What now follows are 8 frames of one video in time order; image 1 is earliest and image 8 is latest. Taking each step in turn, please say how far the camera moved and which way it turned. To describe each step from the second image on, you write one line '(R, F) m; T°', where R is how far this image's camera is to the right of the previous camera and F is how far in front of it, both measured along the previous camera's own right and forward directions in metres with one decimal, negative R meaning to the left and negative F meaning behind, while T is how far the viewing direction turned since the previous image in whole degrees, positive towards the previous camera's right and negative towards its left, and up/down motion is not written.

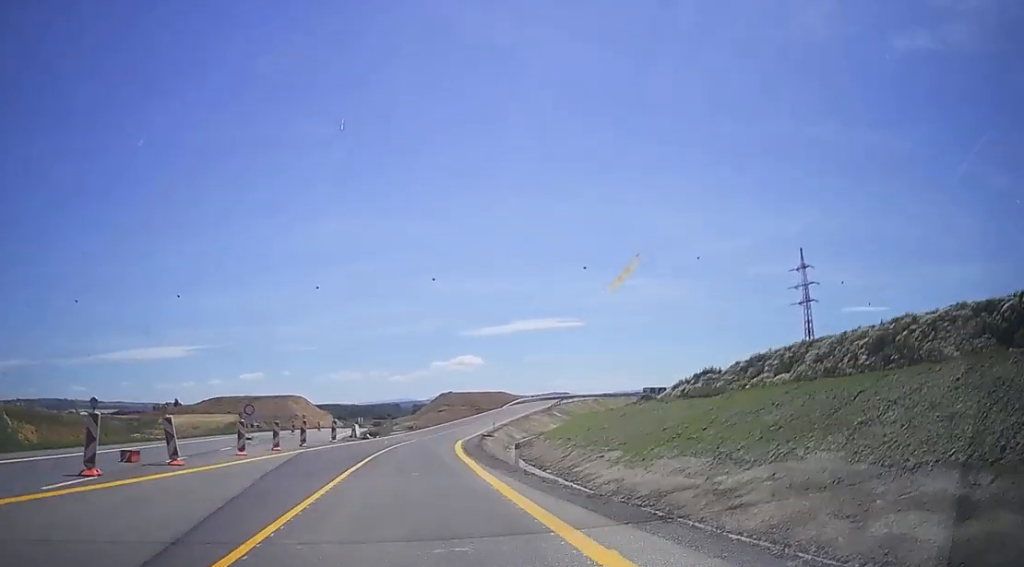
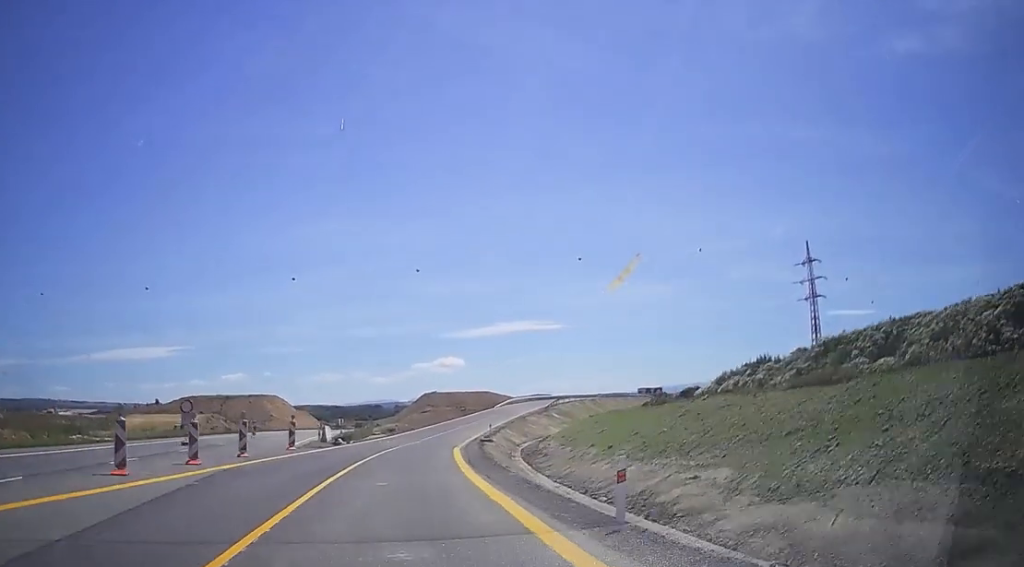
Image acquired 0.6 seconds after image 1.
(-0.1, +10.4) m; +3°
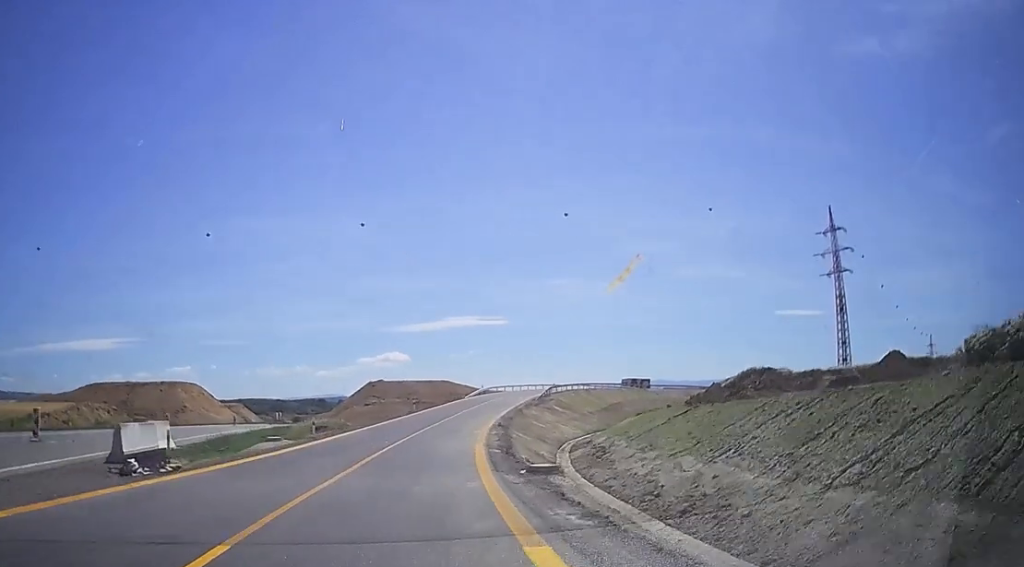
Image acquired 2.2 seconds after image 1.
(+1.1, +29.1) m; +3°
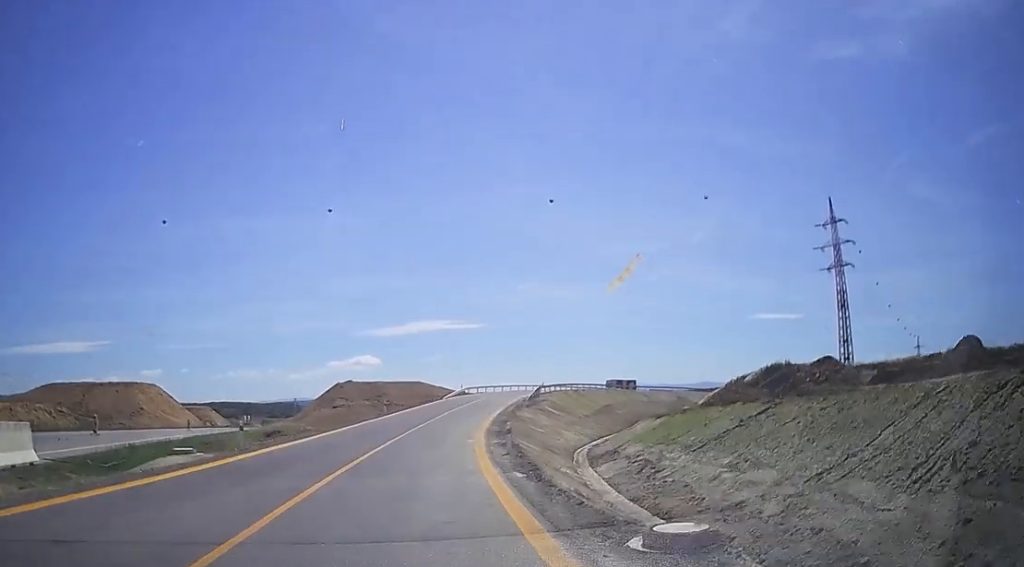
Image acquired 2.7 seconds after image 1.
(-0.9, +9.3) m; +2°
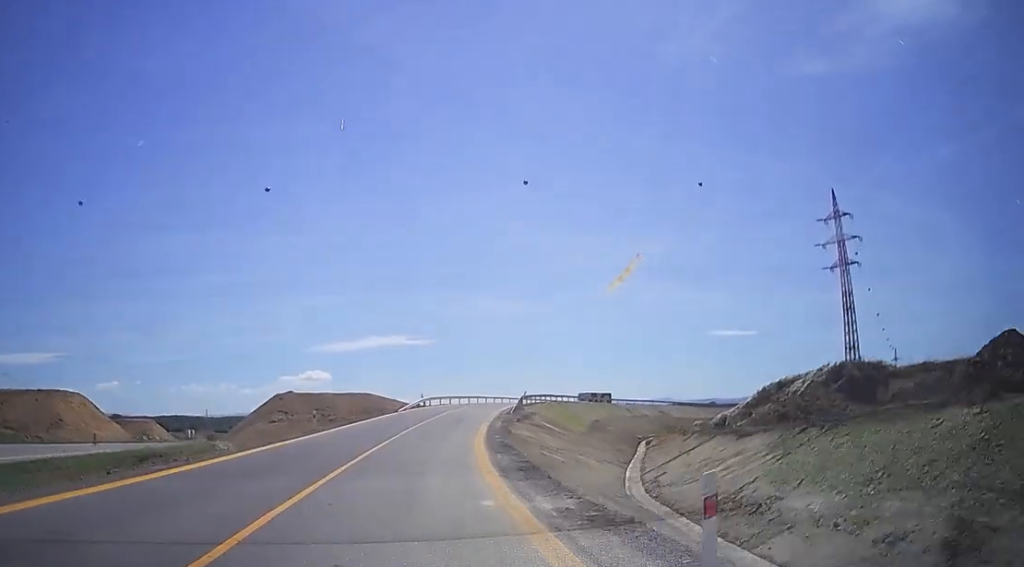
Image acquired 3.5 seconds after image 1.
(+1.6, +15.5) m; +5°
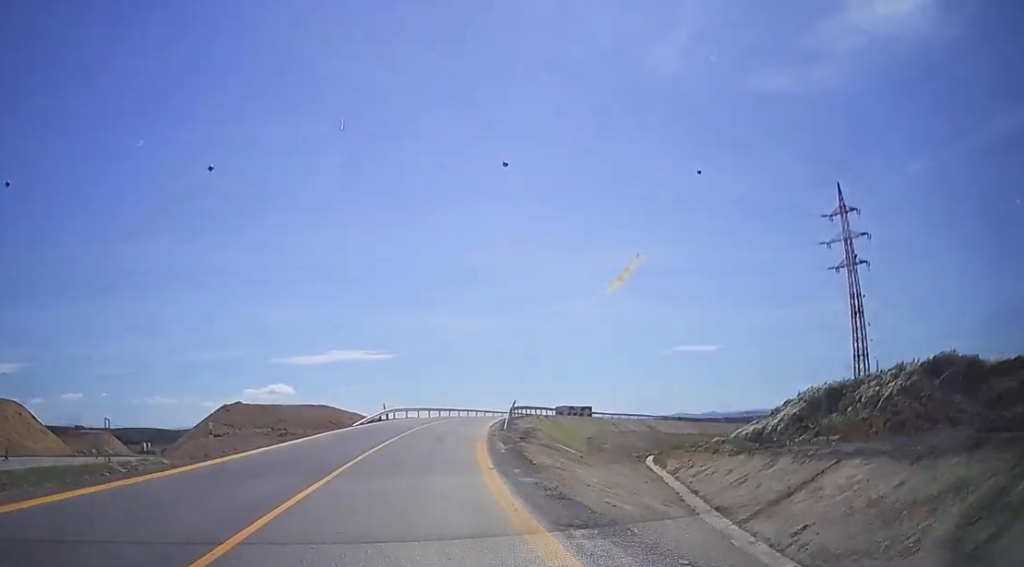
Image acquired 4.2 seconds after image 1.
(+0.3, +11.8) m; +2°
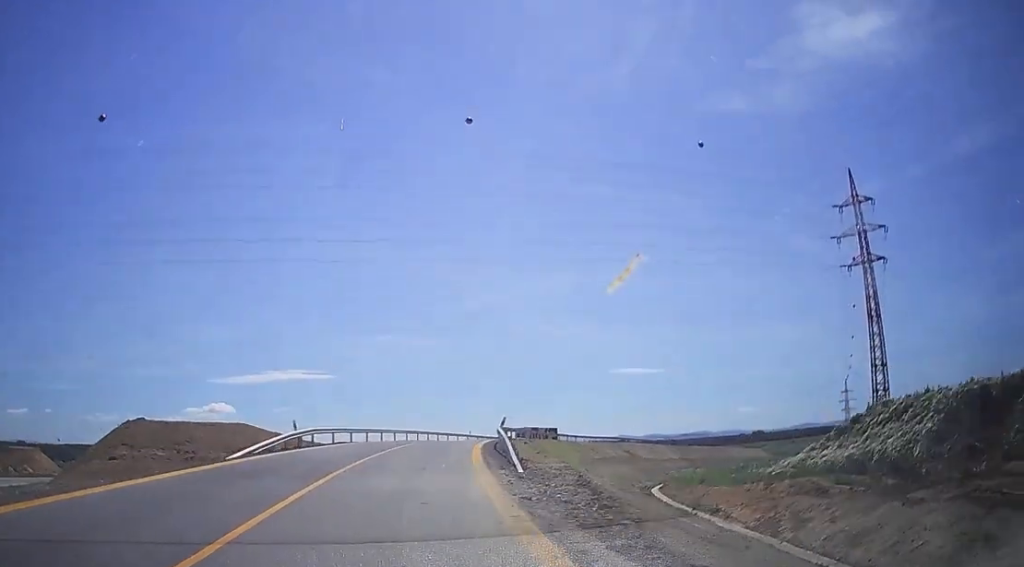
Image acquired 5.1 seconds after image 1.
(-0.1, +17.3) m; +4°
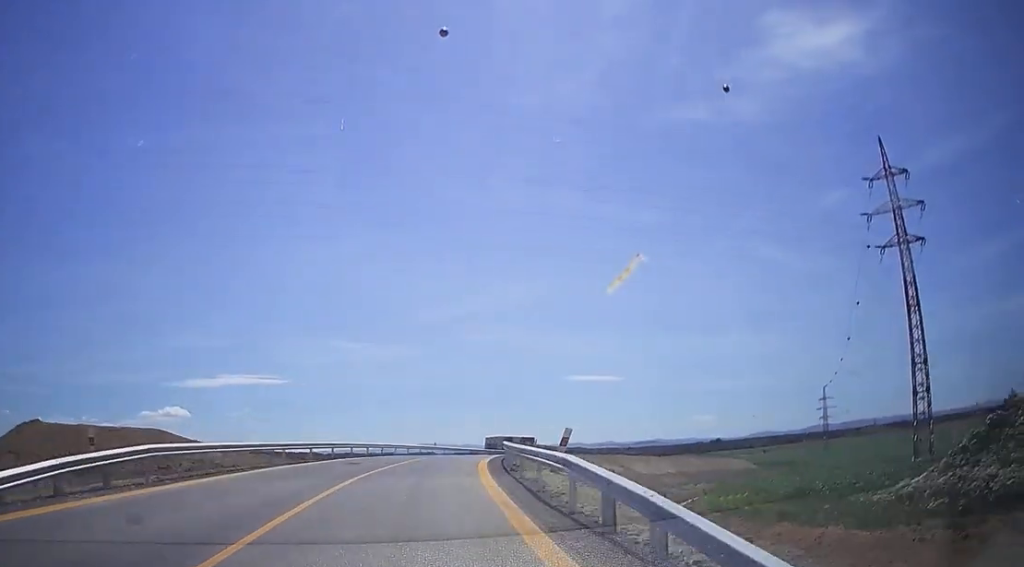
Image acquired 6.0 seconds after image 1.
(+1.0, +16.8) m; +7°
